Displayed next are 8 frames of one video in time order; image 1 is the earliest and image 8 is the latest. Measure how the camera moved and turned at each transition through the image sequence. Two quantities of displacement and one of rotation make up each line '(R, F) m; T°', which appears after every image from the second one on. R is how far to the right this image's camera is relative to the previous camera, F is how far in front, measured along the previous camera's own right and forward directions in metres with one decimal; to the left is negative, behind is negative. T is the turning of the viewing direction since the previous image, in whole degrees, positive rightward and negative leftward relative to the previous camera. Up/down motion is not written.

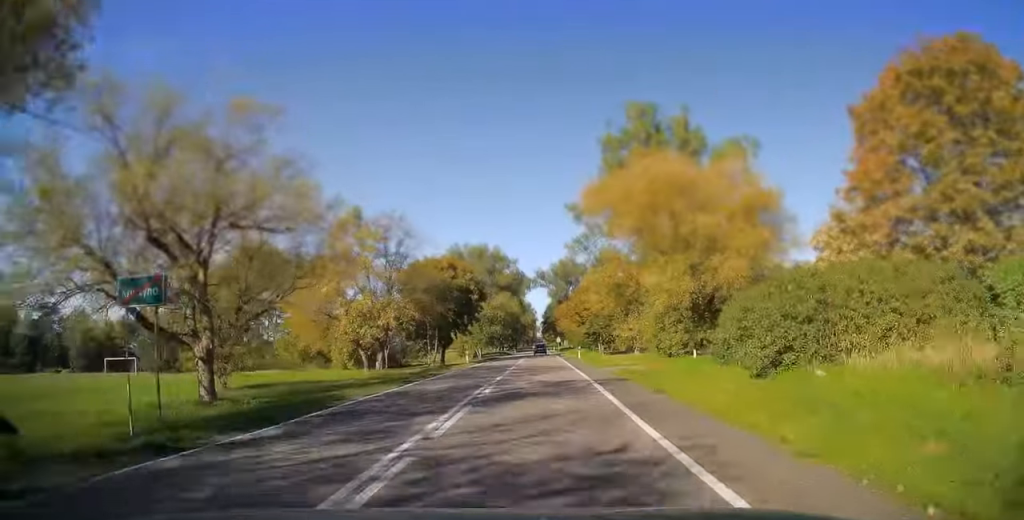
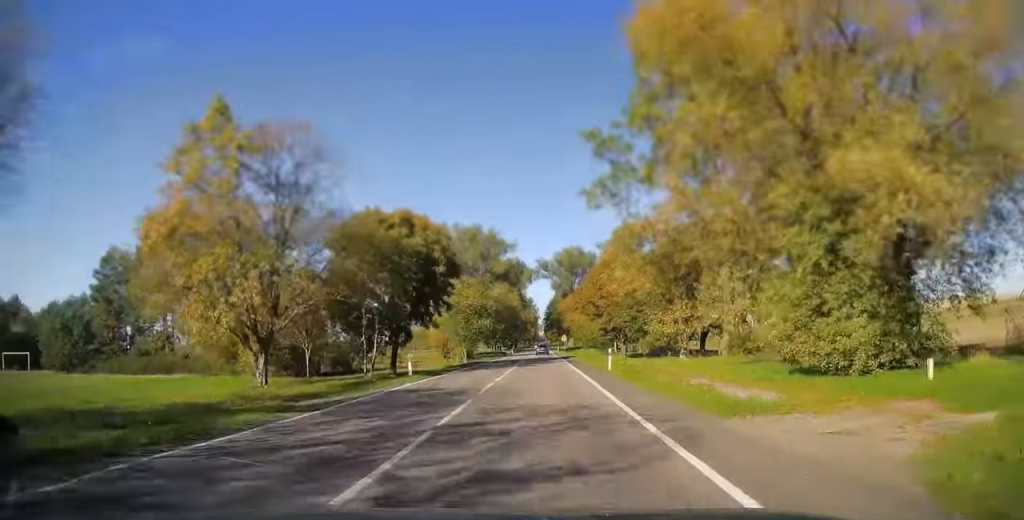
(+0.1, +22.1) m; 0°
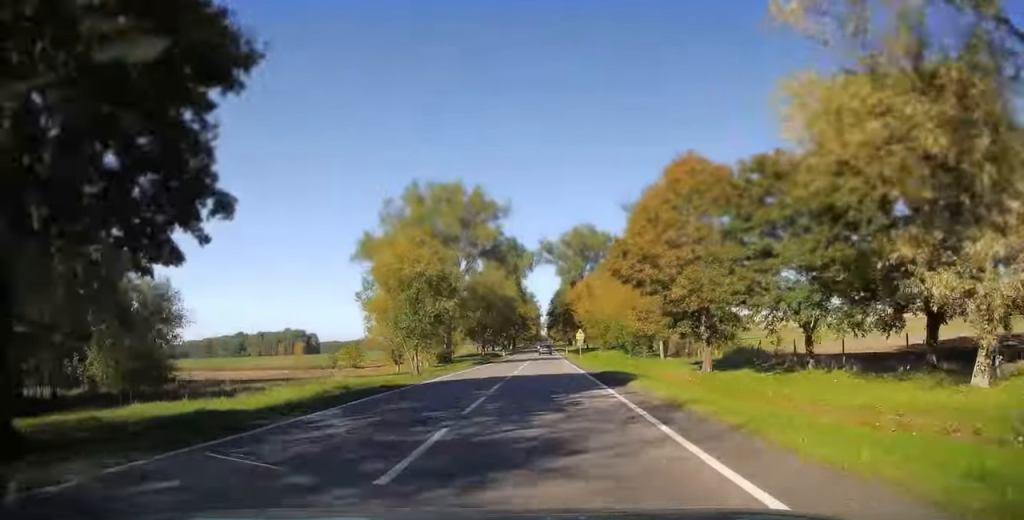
(-0.2, +34.4) m; 0°
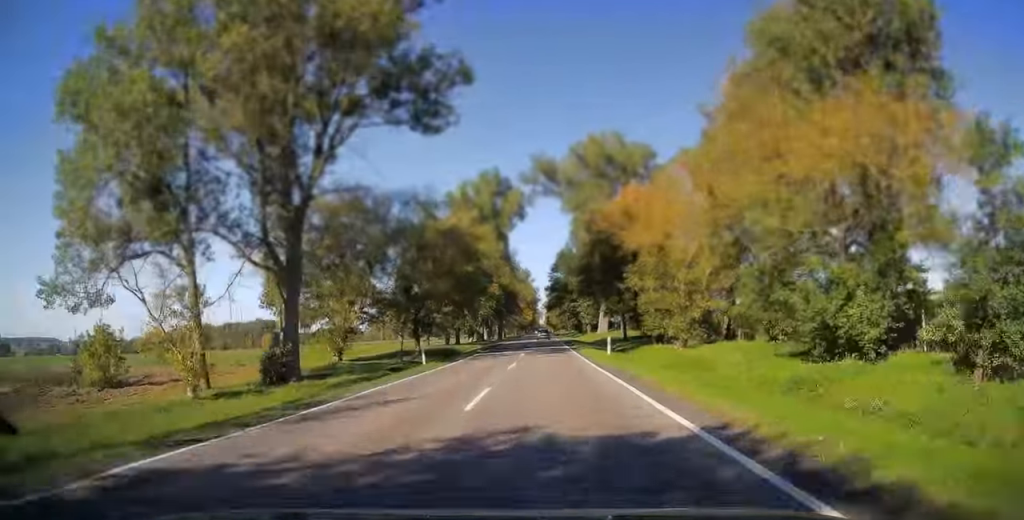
(+0.1, +59.2) m; 0°
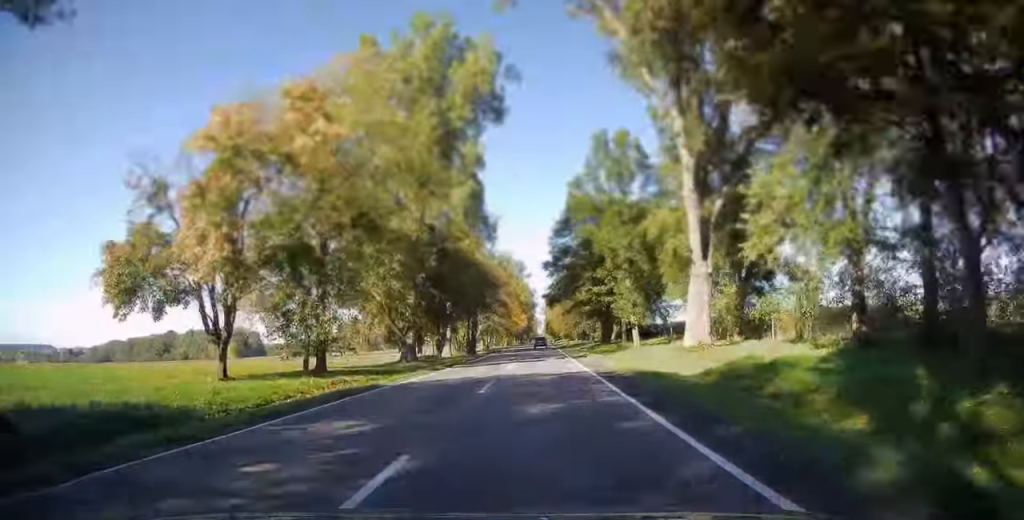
(+0.1, +55.8) m; 0°
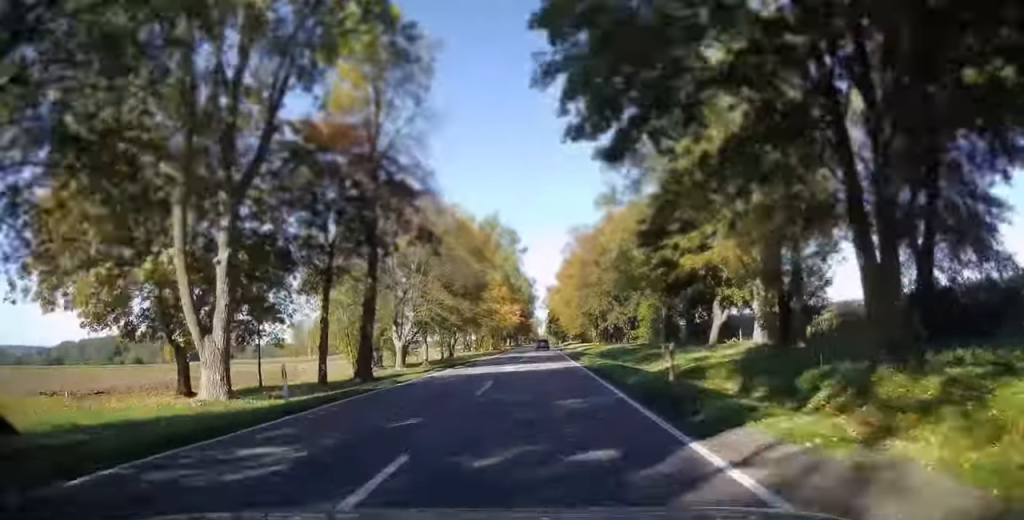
(-0.1, +60.6) m; 0°
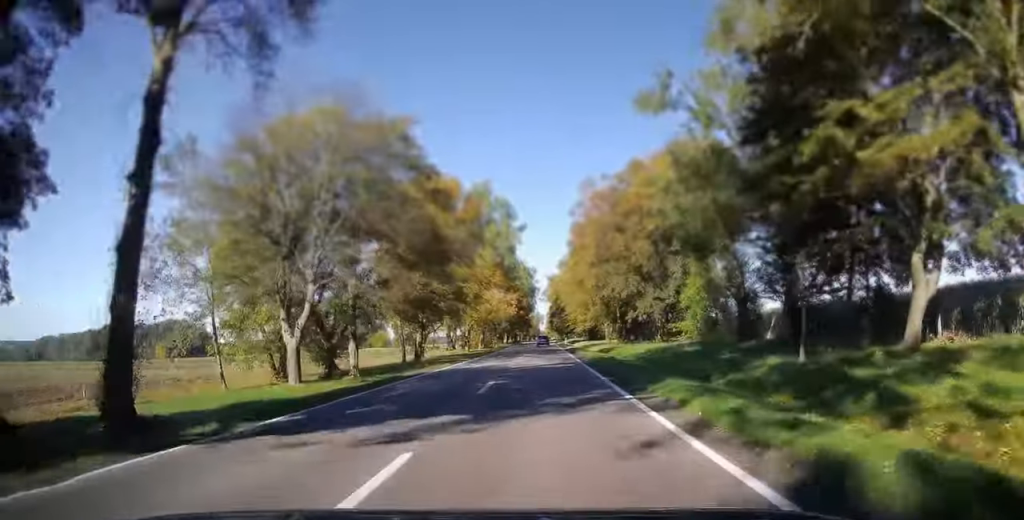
(0.0, +24.5) m; 0°
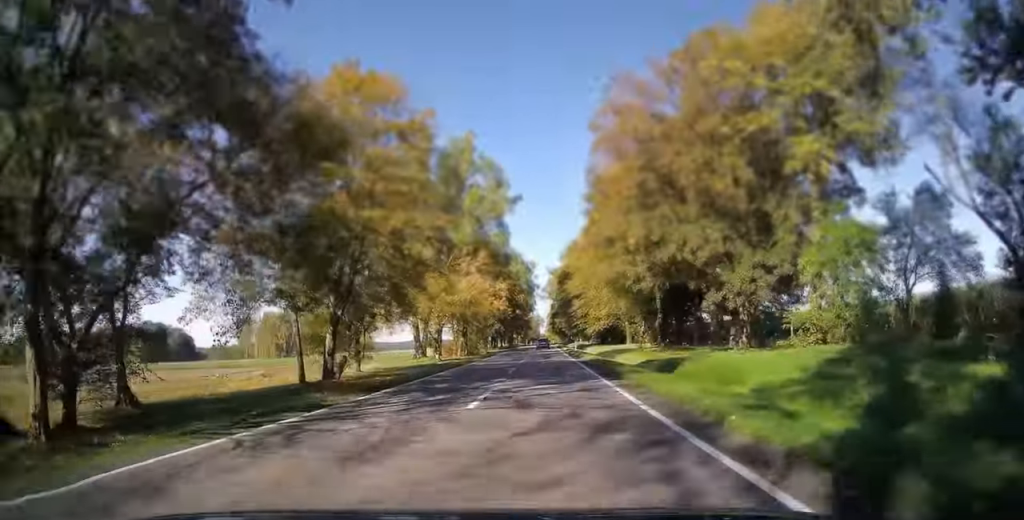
(0.0, +27.3) m; 0°
